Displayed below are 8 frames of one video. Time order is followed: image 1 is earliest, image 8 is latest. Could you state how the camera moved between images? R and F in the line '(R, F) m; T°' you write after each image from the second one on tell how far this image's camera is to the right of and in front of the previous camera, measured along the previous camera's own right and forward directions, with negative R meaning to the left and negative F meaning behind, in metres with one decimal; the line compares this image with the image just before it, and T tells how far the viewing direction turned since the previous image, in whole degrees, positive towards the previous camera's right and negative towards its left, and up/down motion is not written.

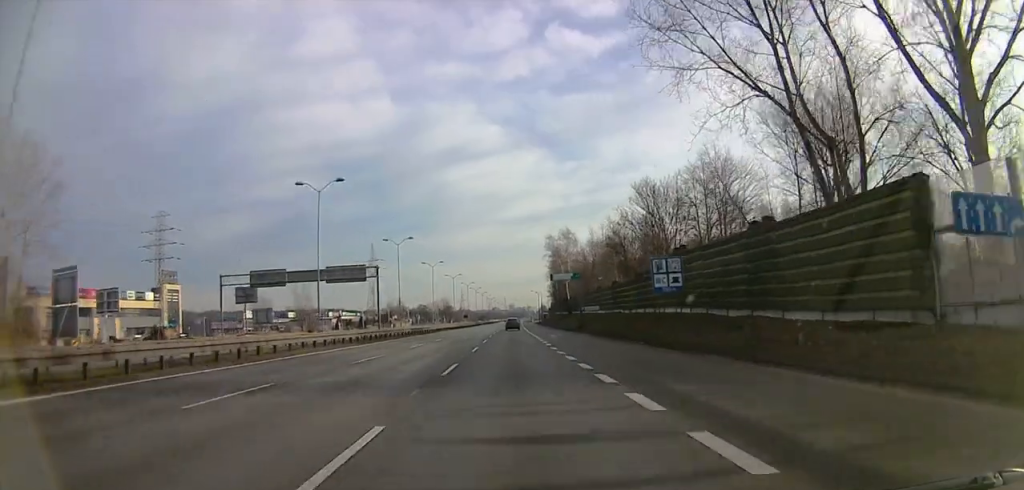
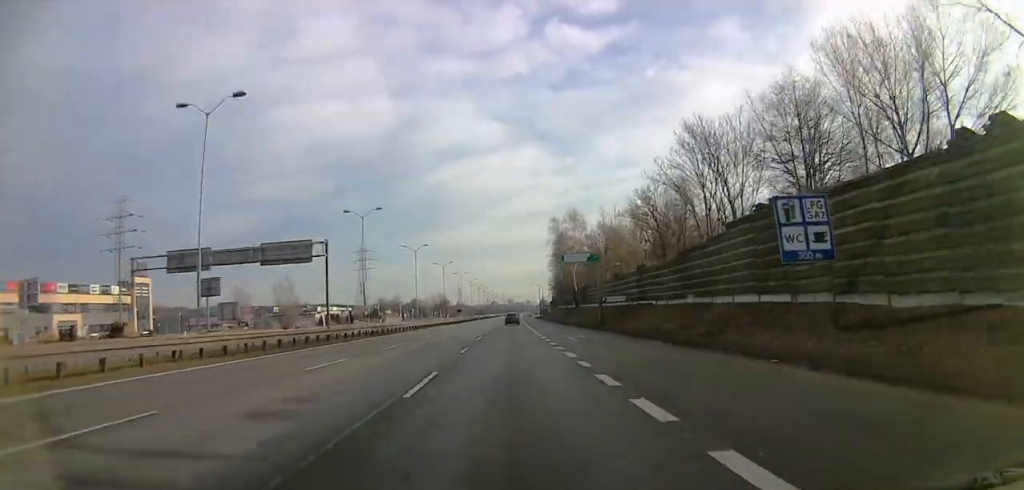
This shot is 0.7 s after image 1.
(0.0, +17.0) m; -1°
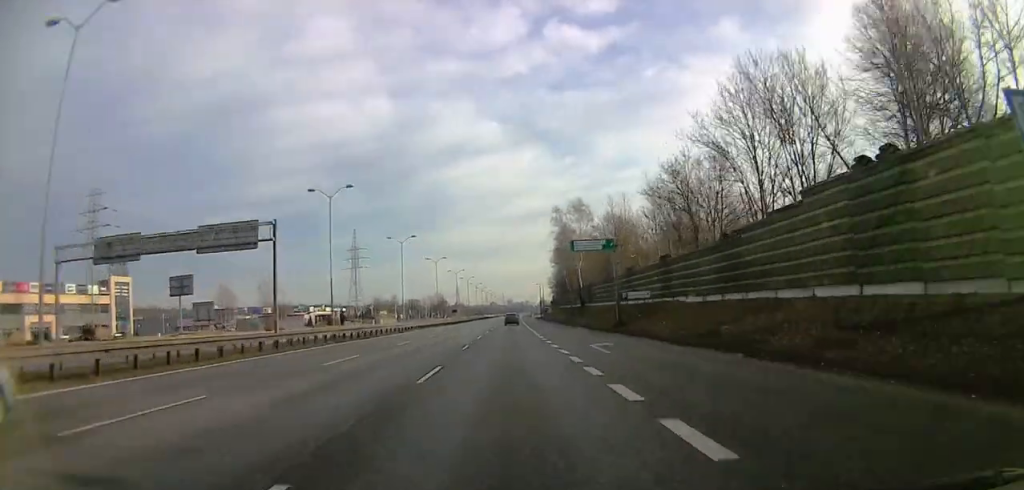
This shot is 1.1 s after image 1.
(+0.2, +10.2) m; -1°
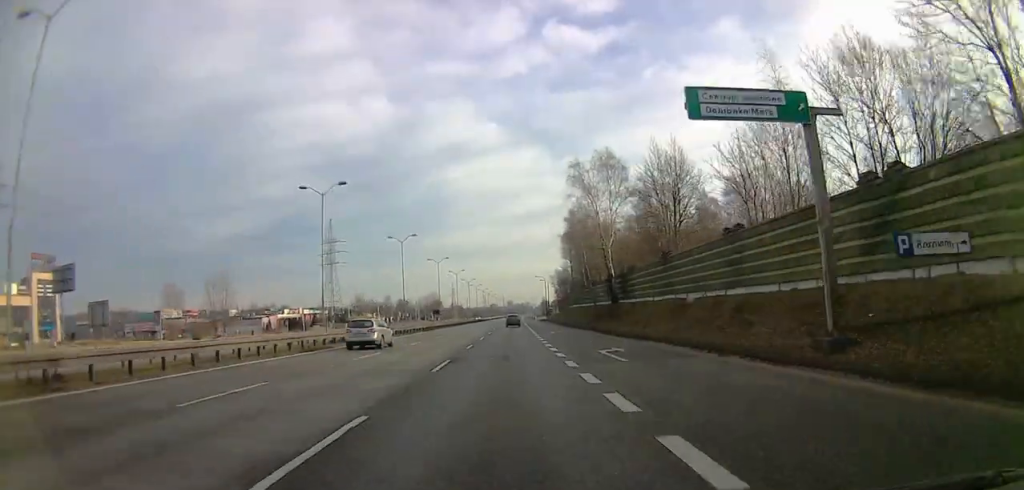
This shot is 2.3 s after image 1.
(-1.1, +32.4) m; 0°
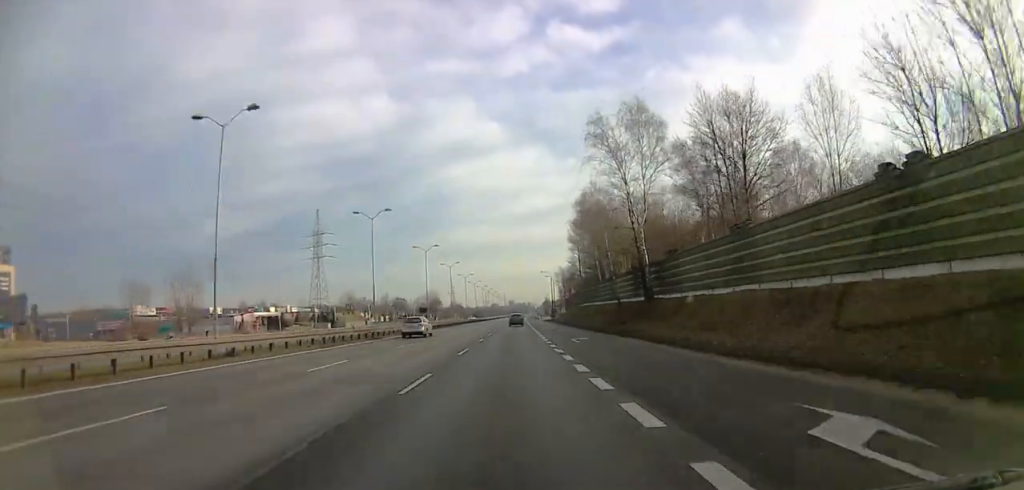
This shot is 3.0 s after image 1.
(+0.8, +17.0) m; 0°
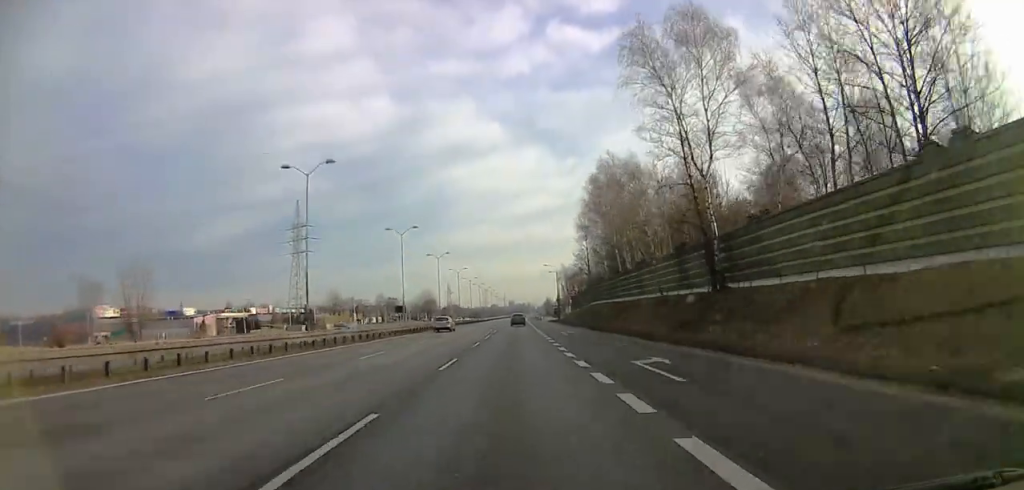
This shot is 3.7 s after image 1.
(-0.5, +18.6) m; -1°
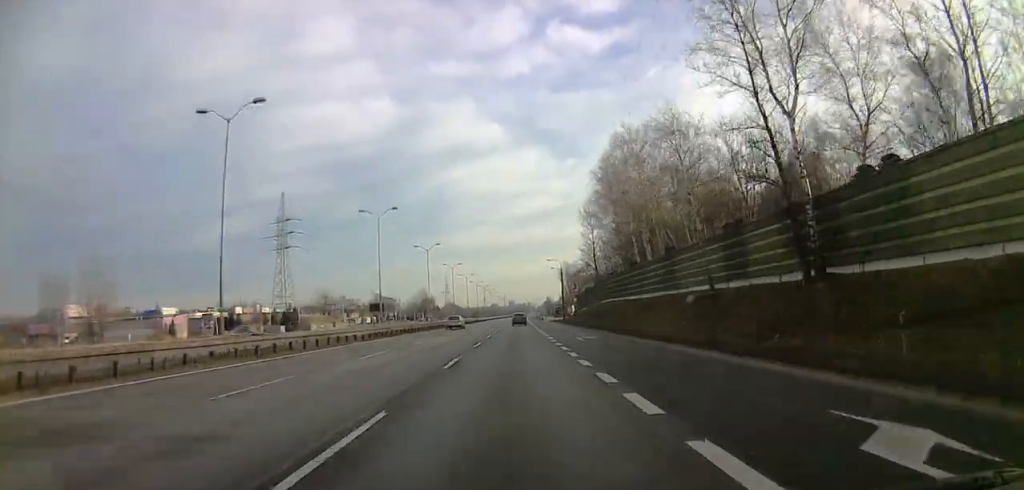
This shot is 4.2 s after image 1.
(-0.4, +11.8) m; 0°
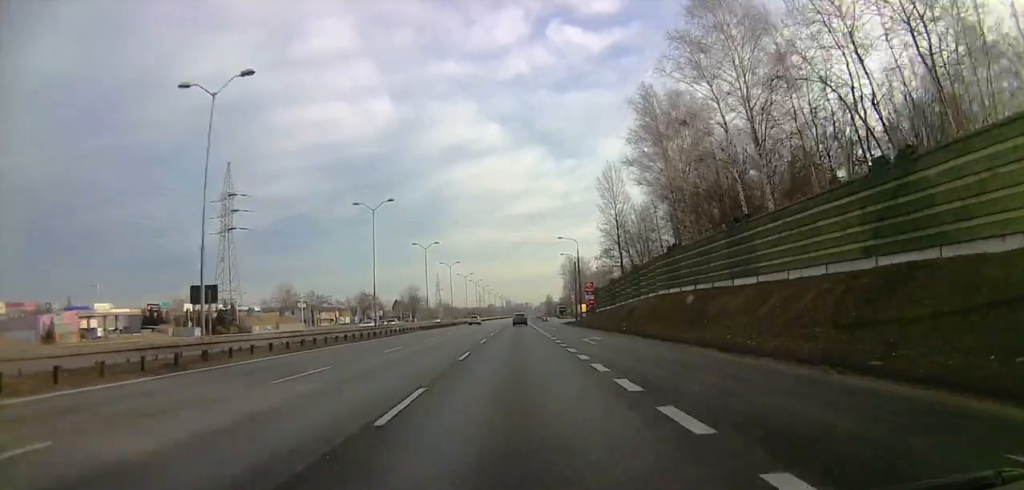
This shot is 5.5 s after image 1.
(+1.2, +32.3) m; +3°
